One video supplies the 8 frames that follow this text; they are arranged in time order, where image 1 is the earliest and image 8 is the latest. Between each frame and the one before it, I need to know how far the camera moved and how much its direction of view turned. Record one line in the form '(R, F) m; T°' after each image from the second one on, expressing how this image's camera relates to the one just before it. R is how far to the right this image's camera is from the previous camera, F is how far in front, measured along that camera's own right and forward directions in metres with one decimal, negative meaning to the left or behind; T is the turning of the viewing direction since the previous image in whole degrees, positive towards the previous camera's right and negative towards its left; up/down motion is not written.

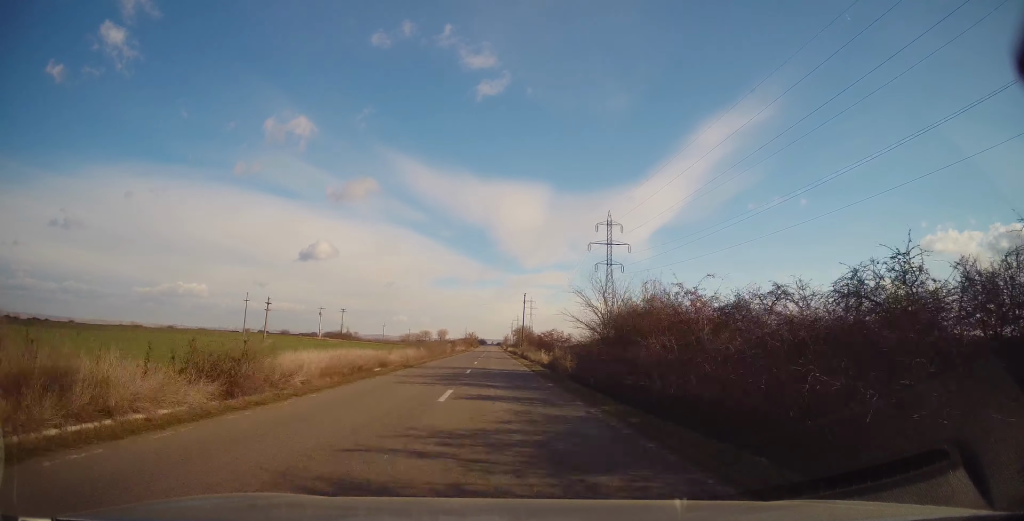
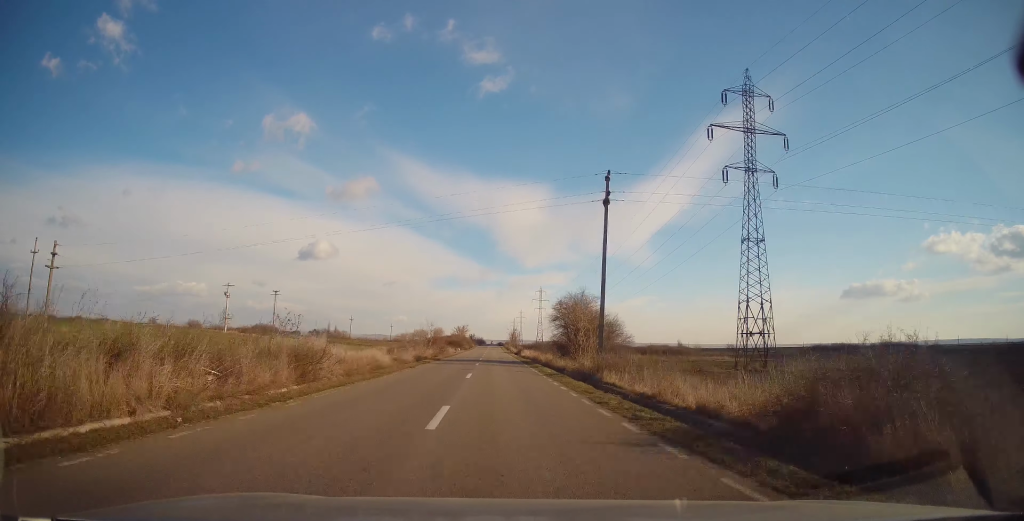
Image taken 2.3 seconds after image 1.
(+1.1, +64.7) m; +1°
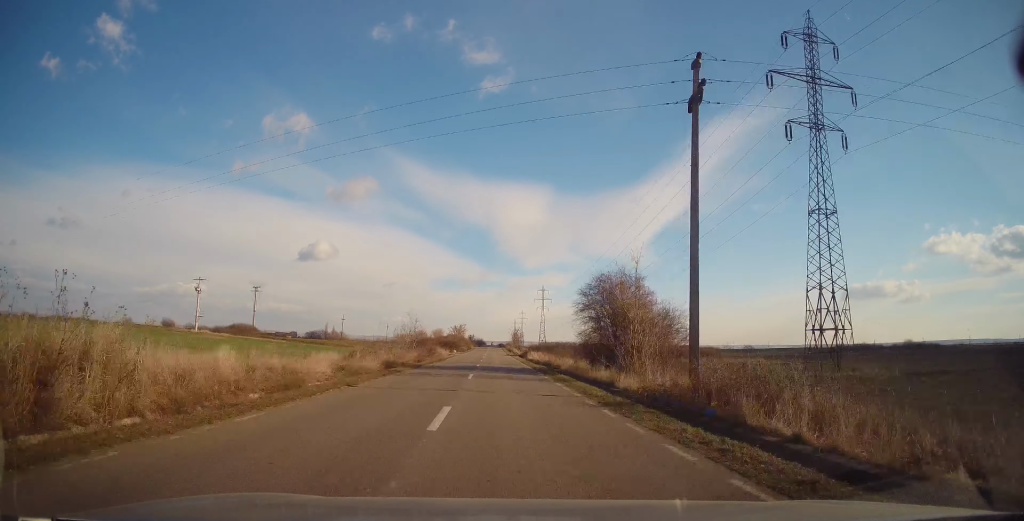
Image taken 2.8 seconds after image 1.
(-0.1, +12.1) m; 0°
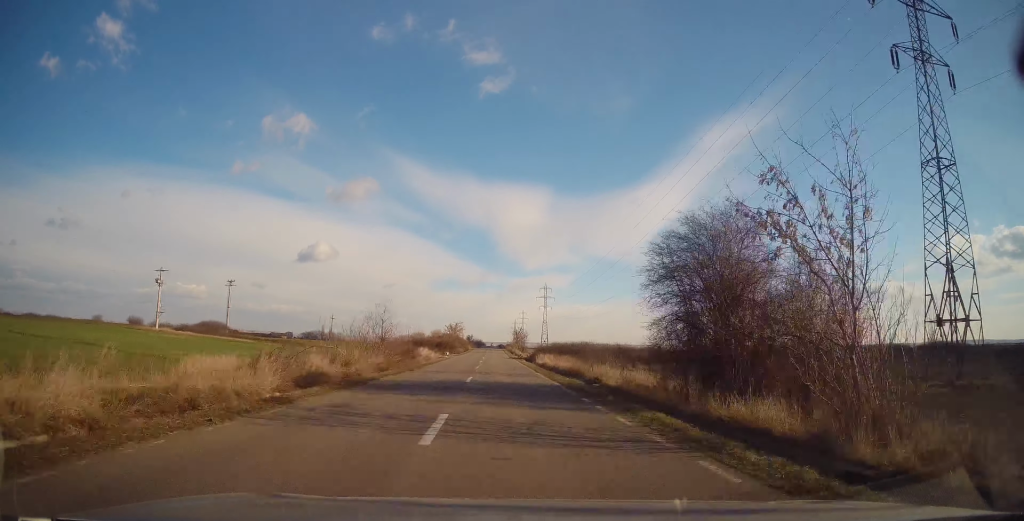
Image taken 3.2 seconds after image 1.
(-0.1, +12.5) m; 0°
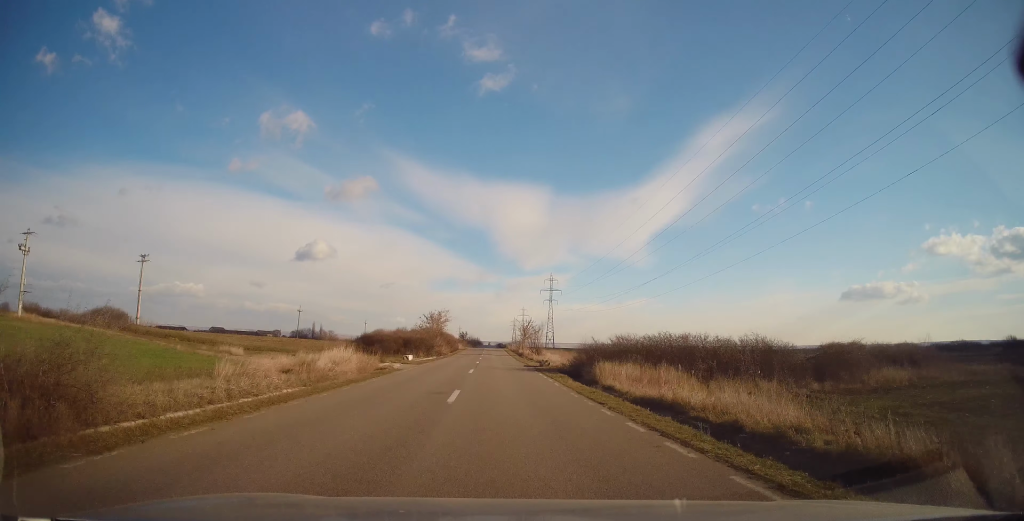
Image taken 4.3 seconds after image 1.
(+0.2, +31.2) m; +1°
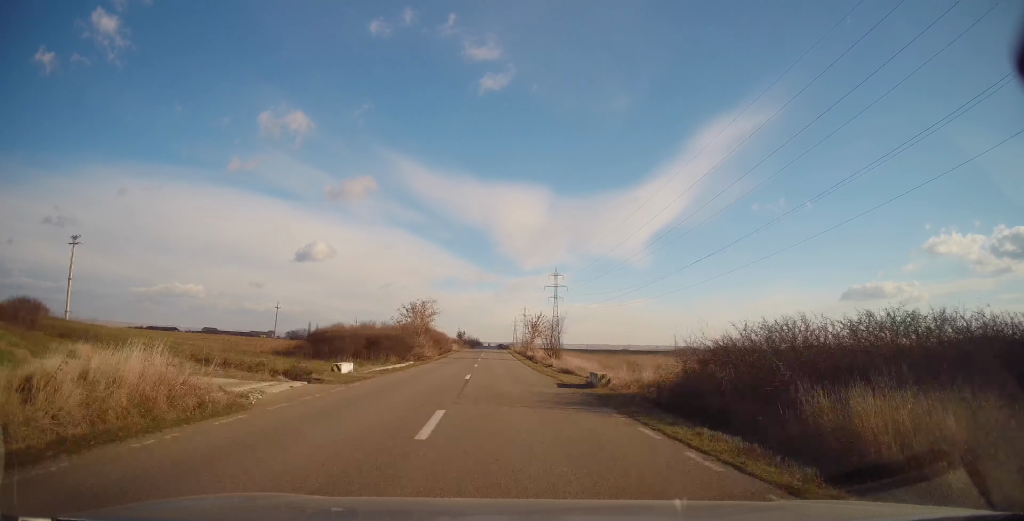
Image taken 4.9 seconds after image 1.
(+0.4, +16.5) m; 0°
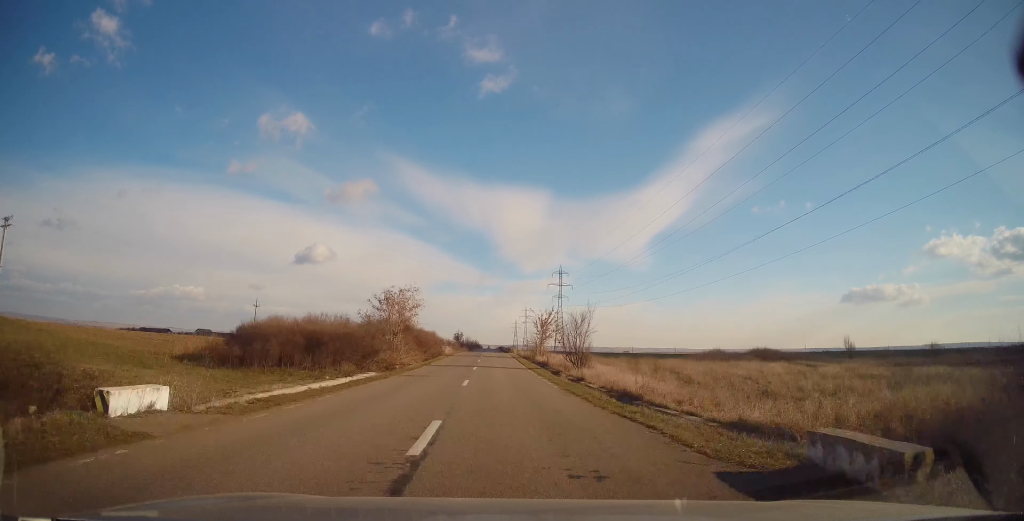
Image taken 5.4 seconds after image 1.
(-0.2, +13.5) m; 0°
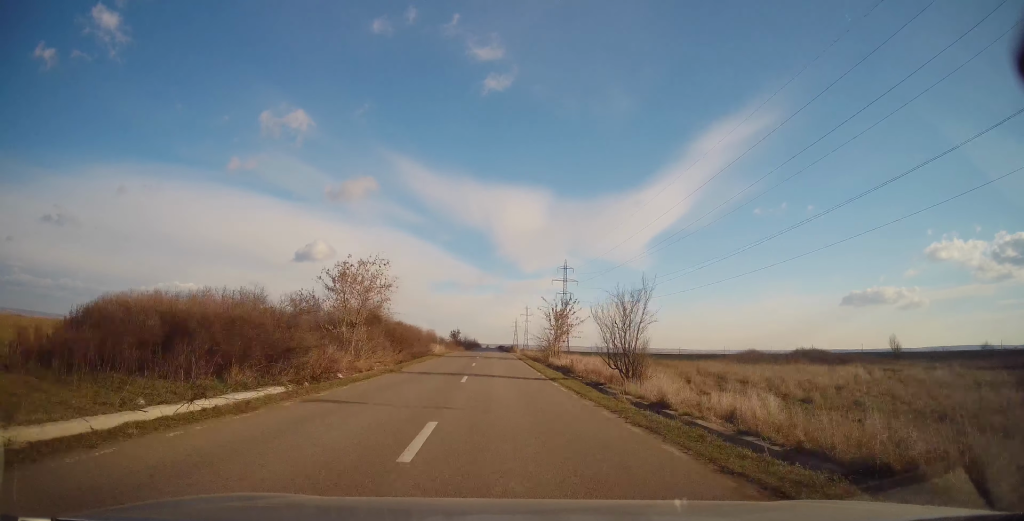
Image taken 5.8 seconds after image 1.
(-0.2, +11.3) m; 0°
